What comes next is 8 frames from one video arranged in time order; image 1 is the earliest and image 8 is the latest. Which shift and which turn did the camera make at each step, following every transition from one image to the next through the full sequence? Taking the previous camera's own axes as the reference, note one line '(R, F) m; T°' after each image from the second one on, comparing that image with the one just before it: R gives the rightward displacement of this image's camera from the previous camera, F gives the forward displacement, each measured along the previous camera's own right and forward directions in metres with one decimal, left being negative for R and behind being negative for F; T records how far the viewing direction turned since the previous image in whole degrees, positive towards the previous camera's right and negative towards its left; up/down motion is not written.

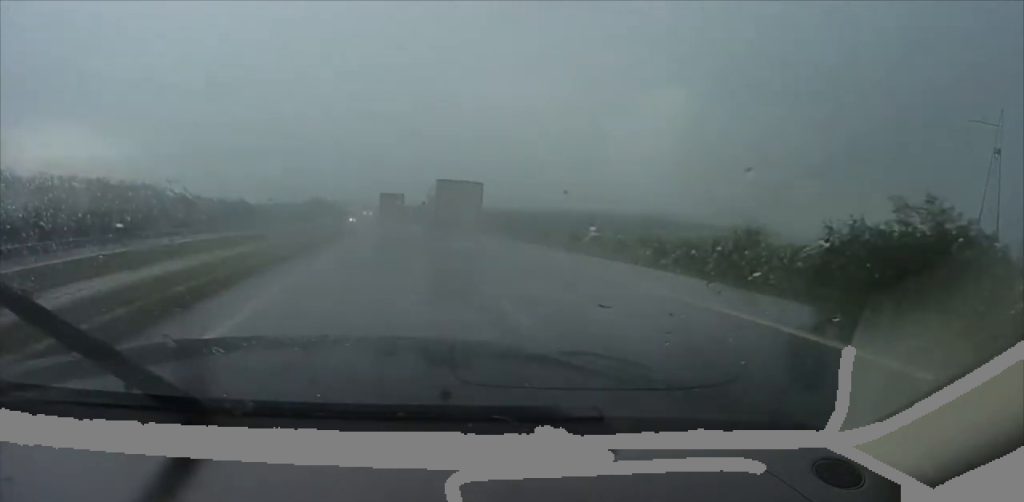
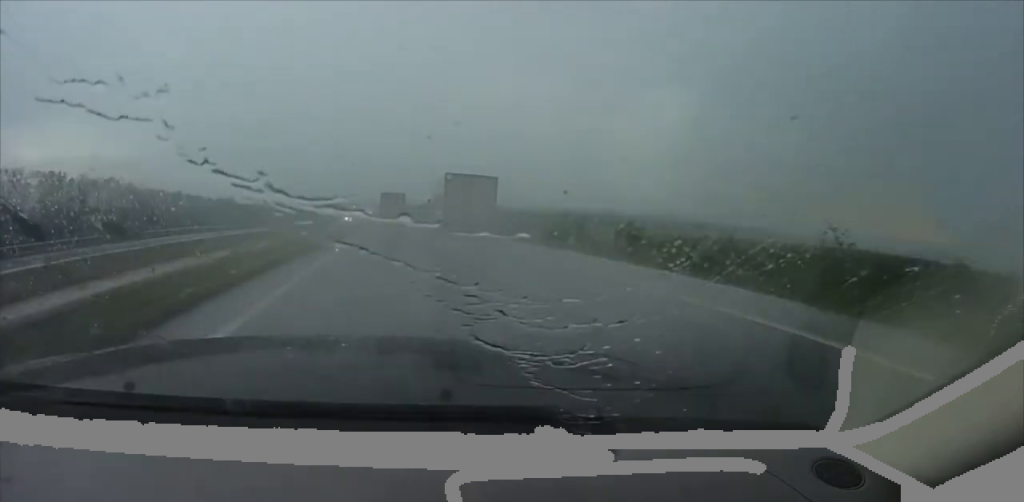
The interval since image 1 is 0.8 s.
(-0.3, +21.8) m; 0°
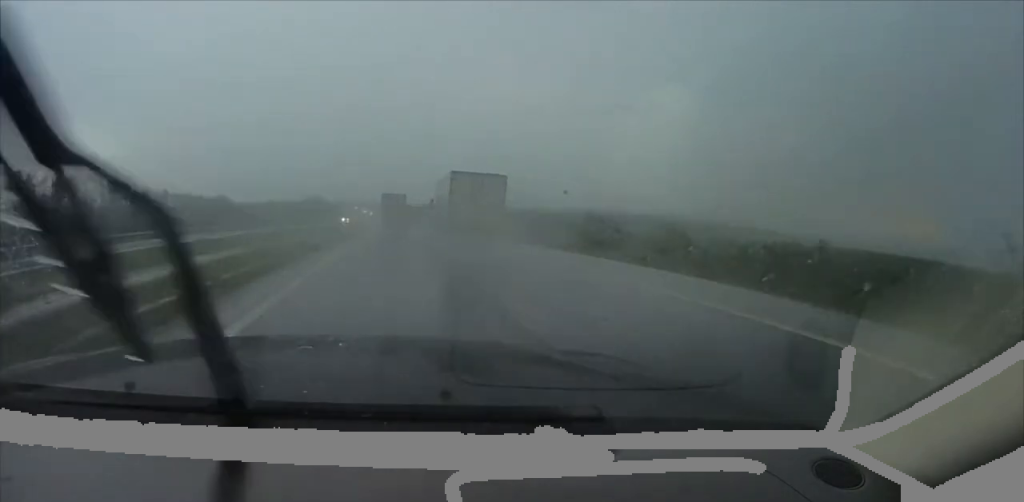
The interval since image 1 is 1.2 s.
(+0.3, +11.8) m; 0°
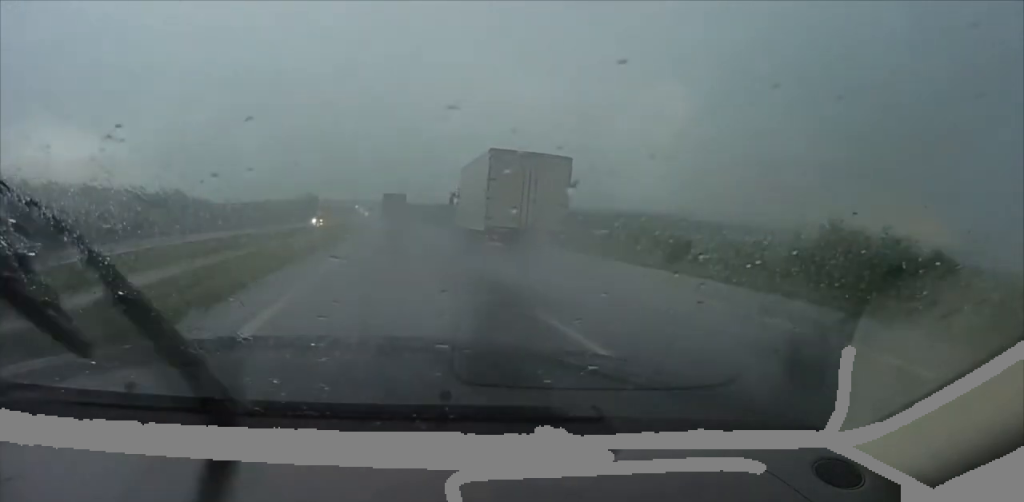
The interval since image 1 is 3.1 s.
(+0.1, +51.2) m; 0°
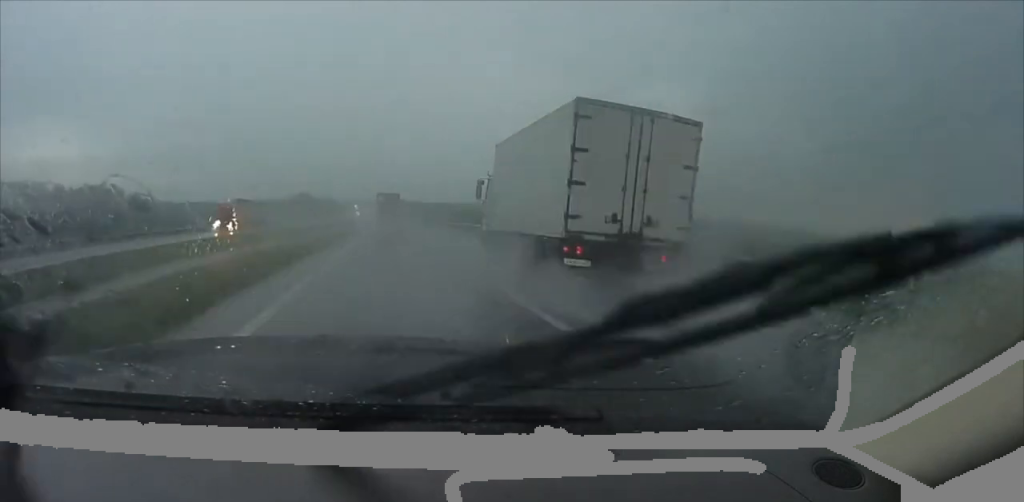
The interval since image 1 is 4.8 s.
(-0.7, +46.7) m; -2°
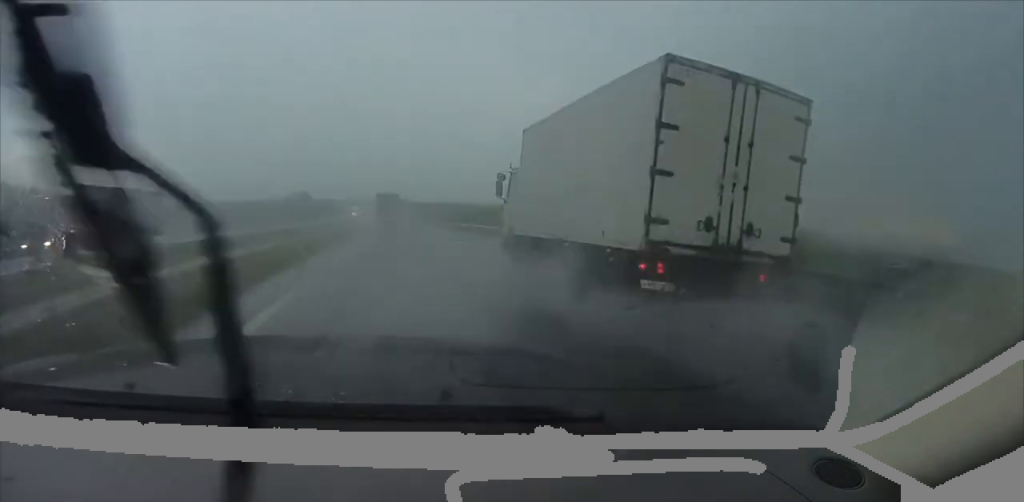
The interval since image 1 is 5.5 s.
(-0.1, +20.2) m; +1°
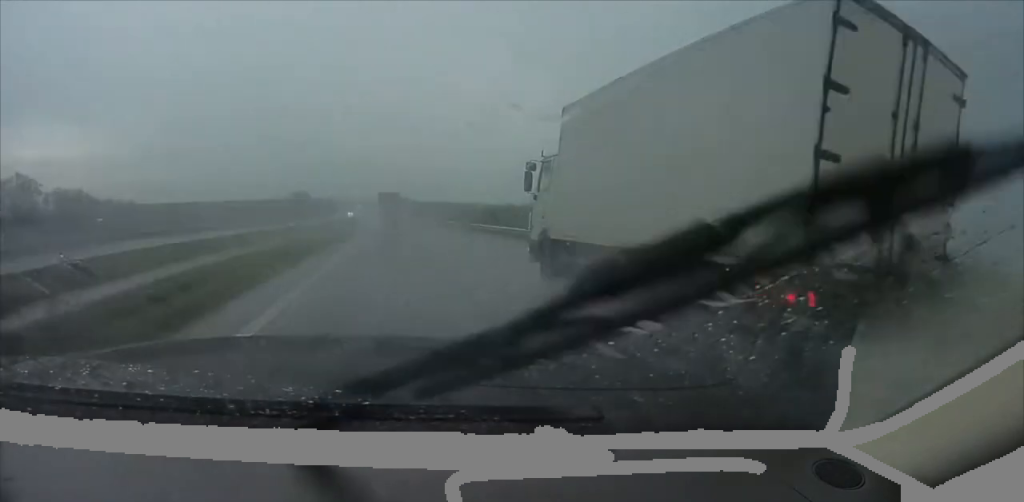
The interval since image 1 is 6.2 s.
(+0.4, +19.2) m; +1°
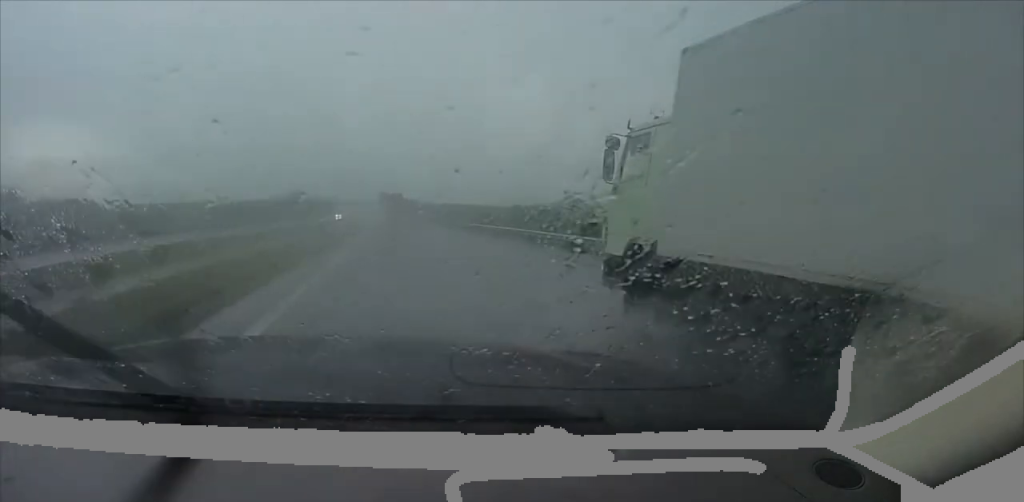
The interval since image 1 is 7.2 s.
(+0.2, +29.1) m; 0°
